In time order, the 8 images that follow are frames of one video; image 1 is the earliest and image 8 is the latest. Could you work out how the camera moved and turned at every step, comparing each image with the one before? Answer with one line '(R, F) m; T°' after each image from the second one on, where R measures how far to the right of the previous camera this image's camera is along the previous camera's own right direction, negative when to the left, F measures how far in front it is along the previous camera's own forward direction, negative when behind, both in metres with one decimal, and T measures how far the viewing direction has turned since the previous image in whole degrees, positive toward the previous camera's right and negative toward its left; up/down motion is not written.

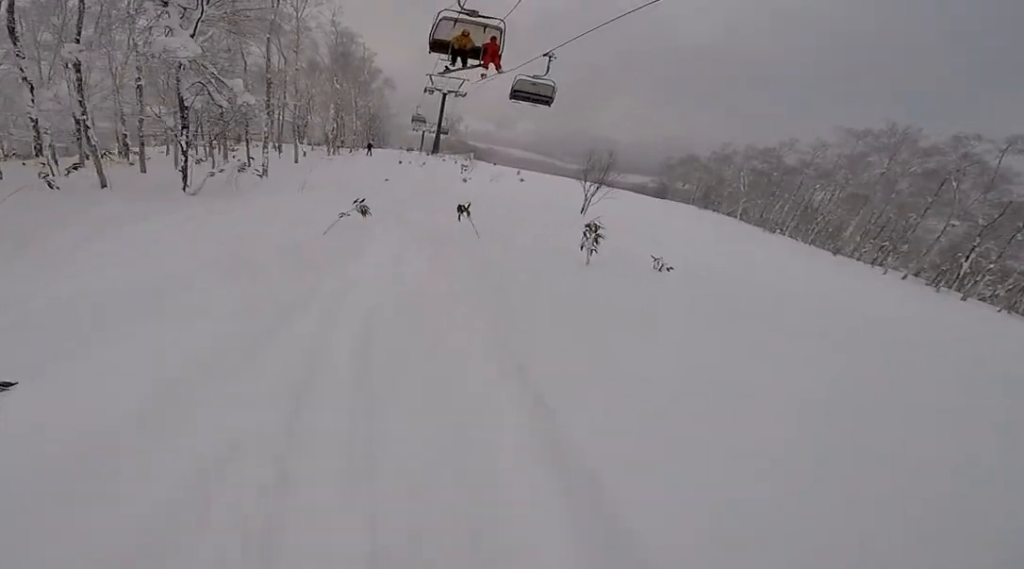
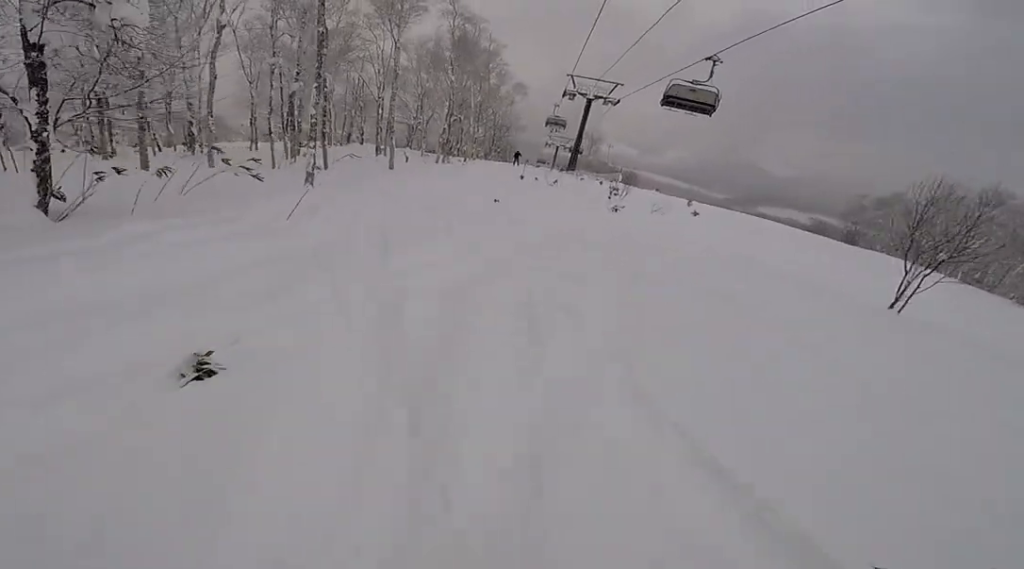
(-1.7, +10.2) m; -9°
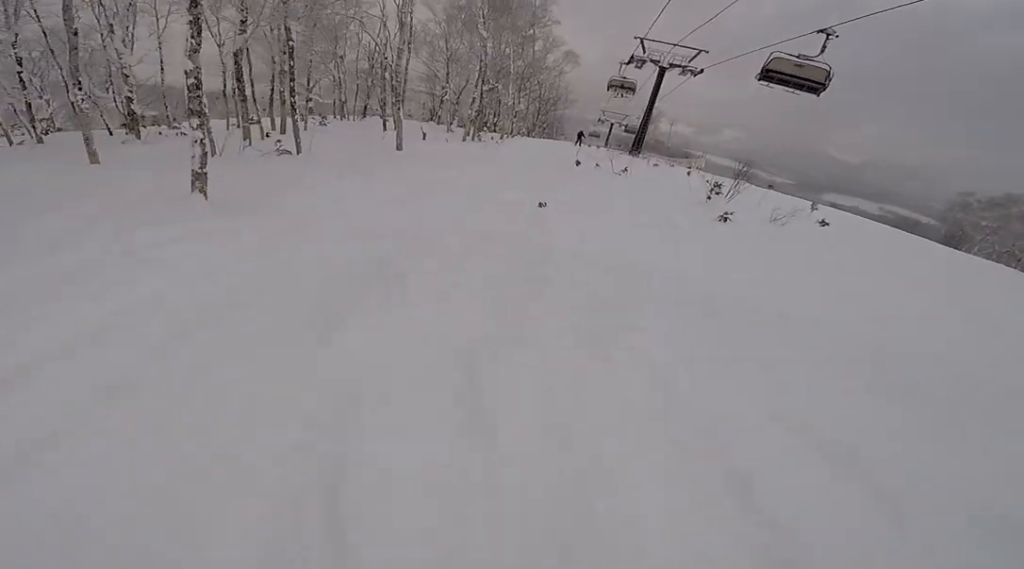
(-0.8, +8.0) m; -15°
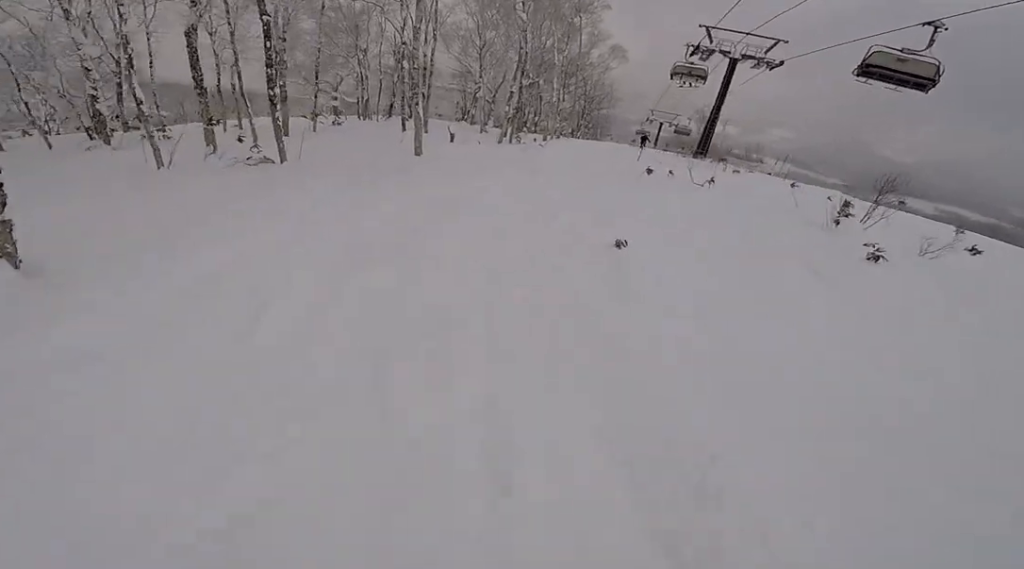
(-0.6, +5.1) m; 0°
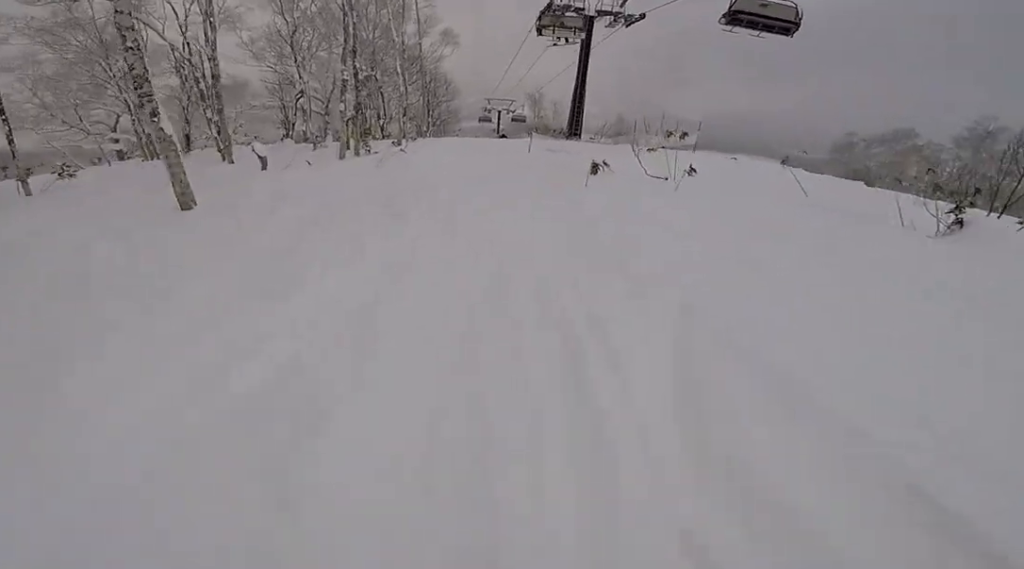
(+0.5, +8.1) m; +18°
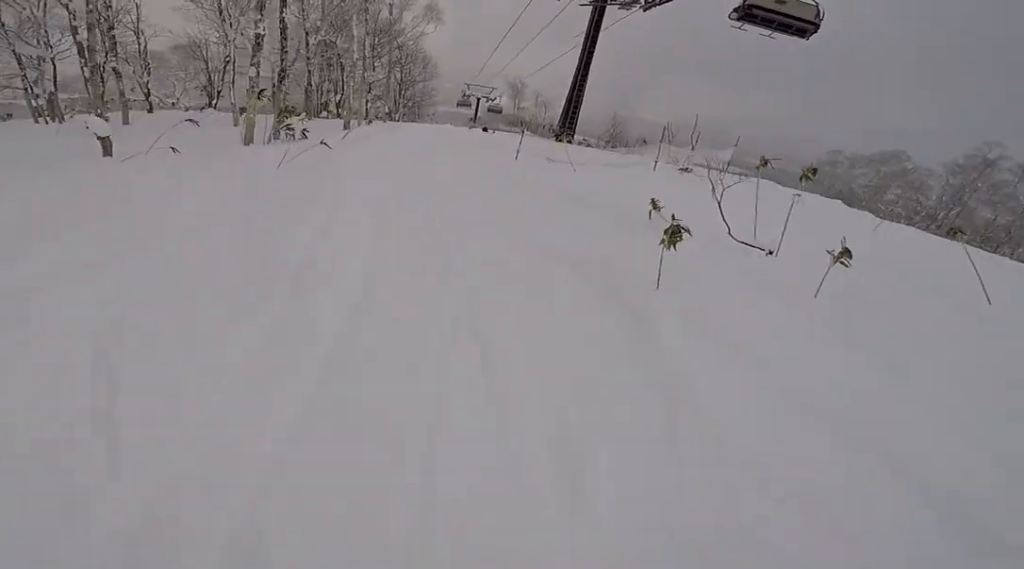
(+1.1, +5.2) m; +4°
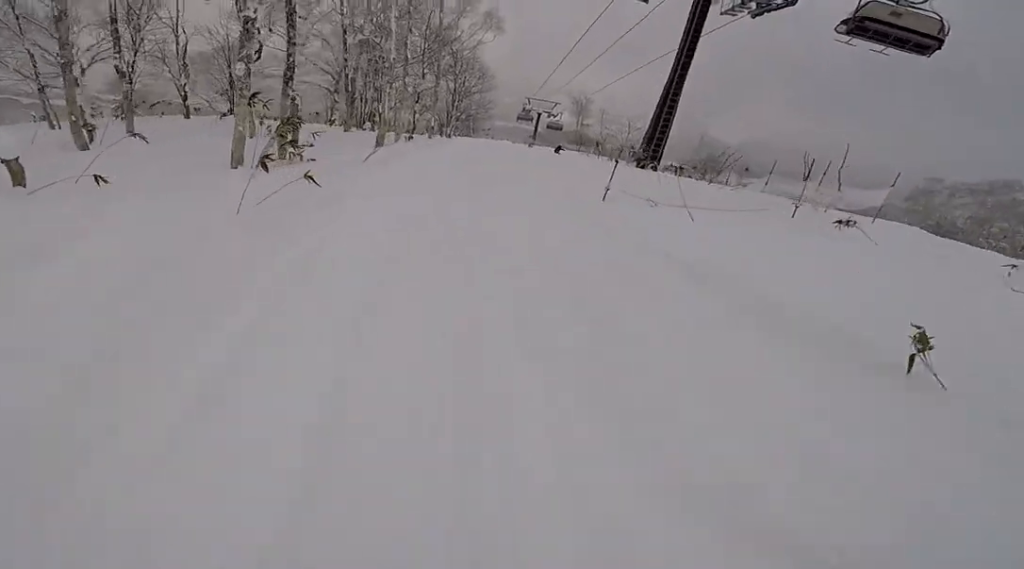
(+0.5, +3.5) m; 0°
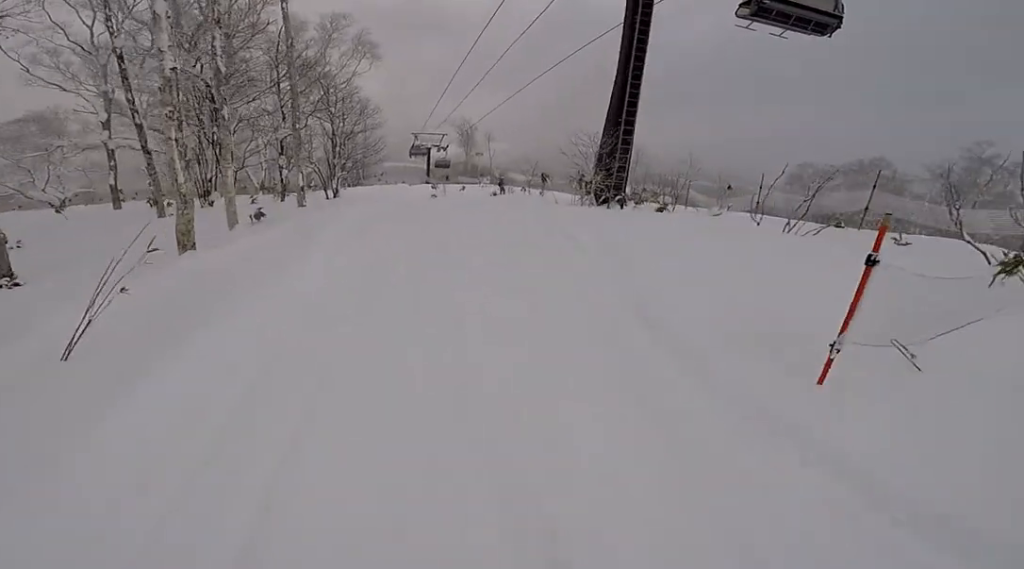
(-1.4, +6.3) m; -6°
